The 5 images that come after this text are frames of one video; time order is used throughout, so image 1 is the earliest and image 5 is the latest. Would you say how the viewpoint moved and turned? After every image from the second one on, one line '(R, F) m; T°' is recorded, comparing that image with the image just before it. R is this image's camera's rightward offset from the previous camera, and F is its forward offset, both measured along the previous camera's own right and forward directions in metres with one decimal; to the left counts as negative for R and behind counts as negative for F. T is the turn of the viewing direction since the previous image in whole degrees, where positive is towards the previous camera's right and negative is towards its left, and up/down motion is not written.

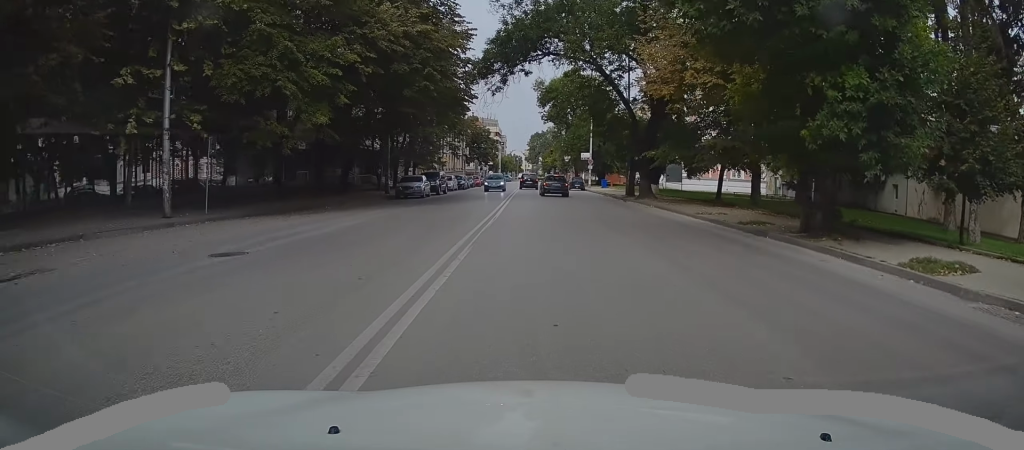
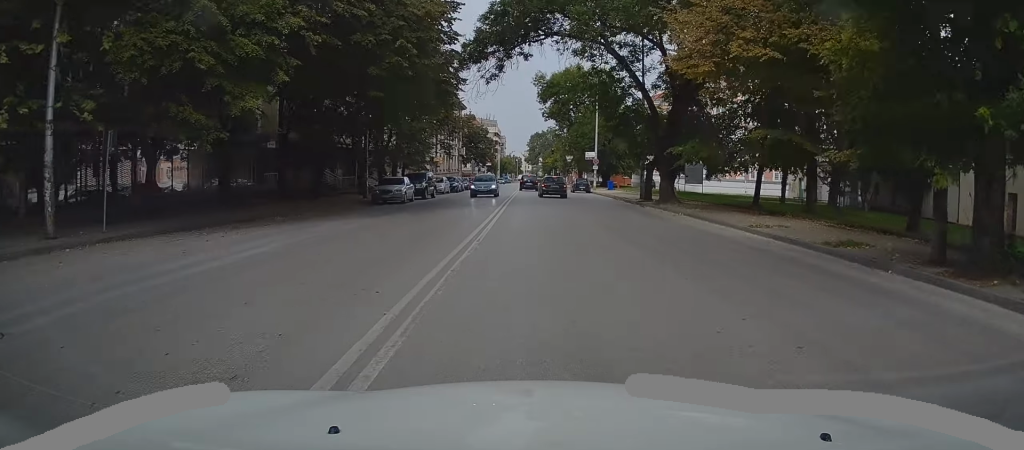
(0.0, +6.3) m; 0°
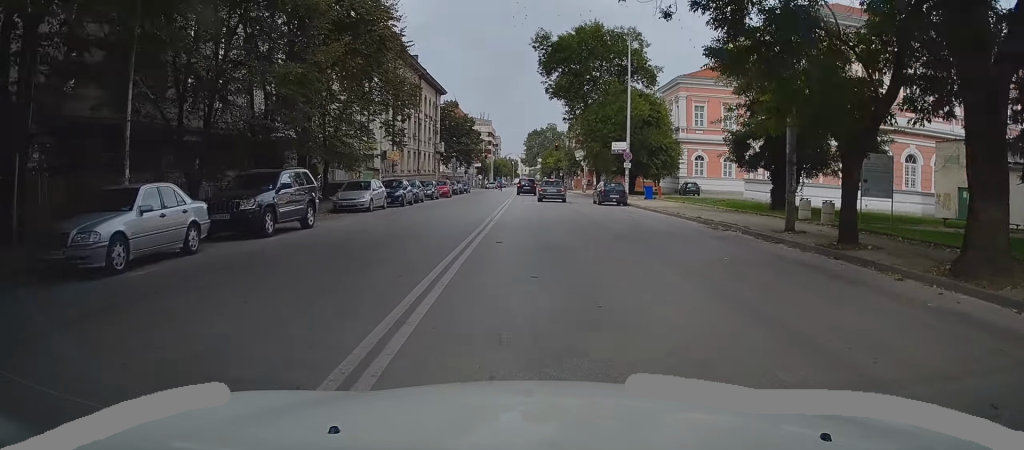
(0.0, +24.2) m; 0°
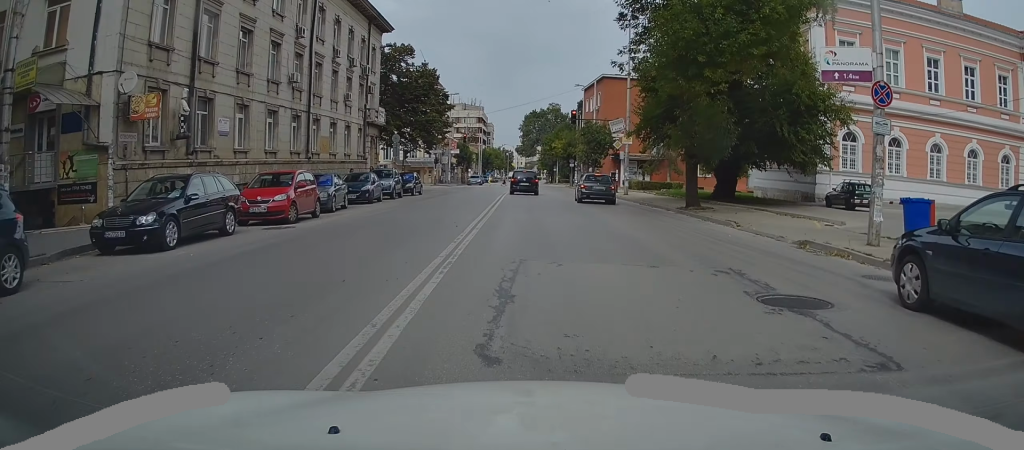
(-0.1, +34.2) m; 0°
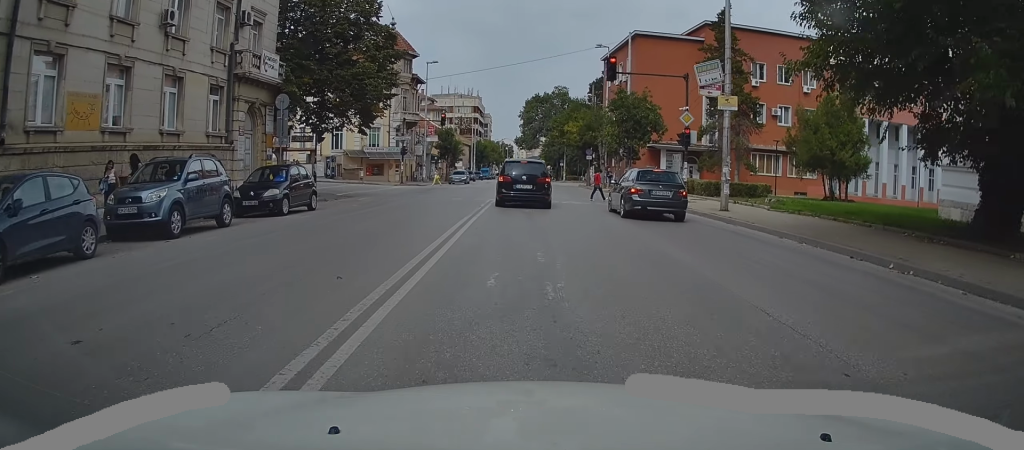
(+0.1, +21.7) m; 0°
